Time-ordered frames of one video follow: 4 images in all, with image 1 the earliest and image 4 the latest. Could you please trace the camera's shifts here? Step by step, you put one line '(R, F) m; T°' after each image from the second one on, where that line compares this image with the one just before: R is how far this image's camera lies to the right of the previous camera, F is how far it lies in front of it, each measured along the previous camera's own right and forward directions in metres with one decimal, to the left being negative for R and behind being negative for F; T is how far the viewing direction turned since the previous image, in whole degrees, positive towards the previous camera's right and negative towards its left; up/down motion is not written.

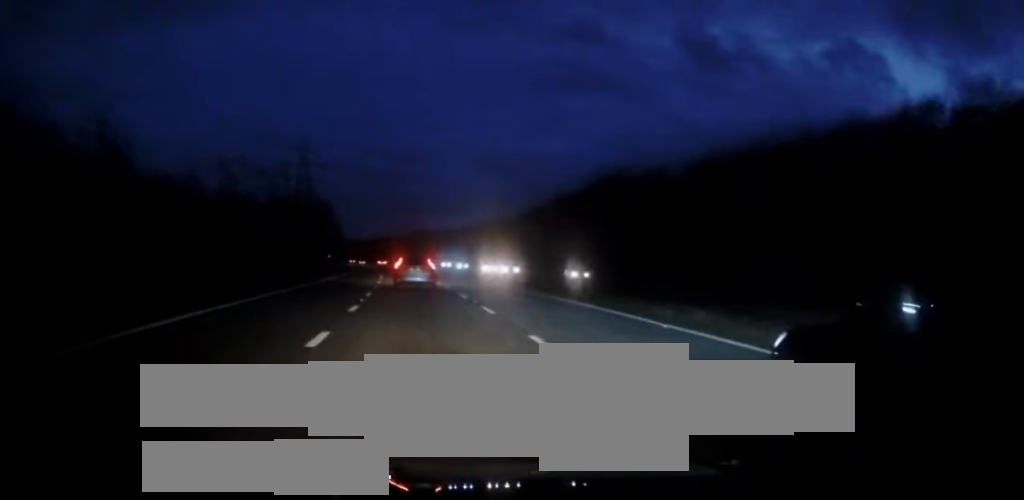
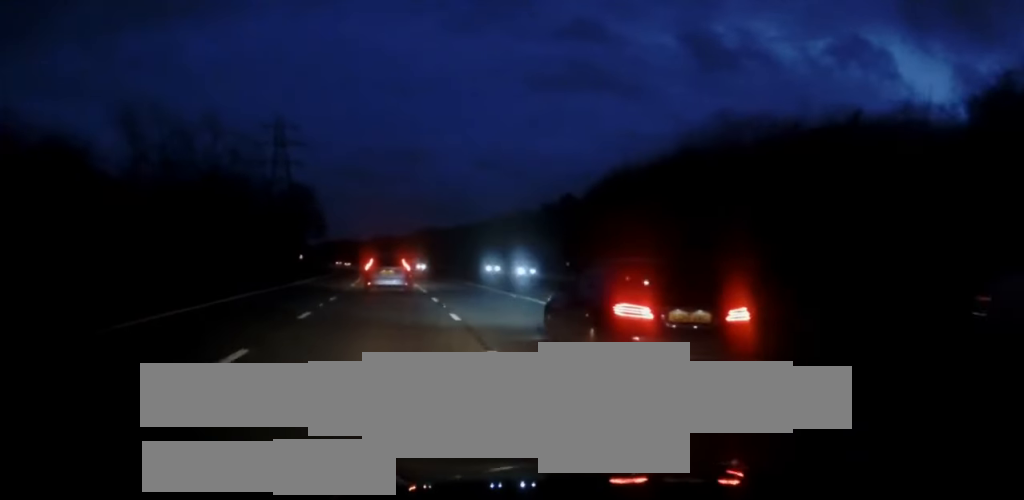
(-0.3, +37.9) m; -1°
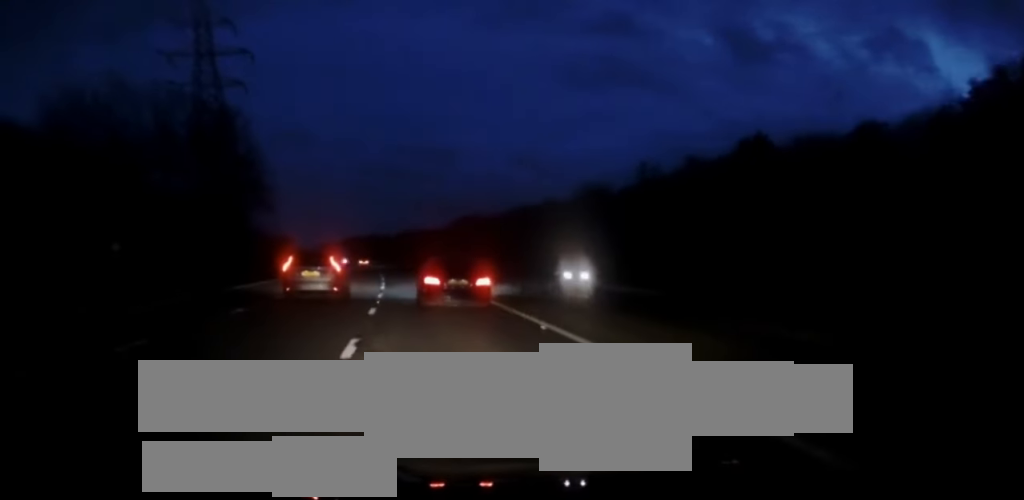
(-2.3, +69.5) m; -4°
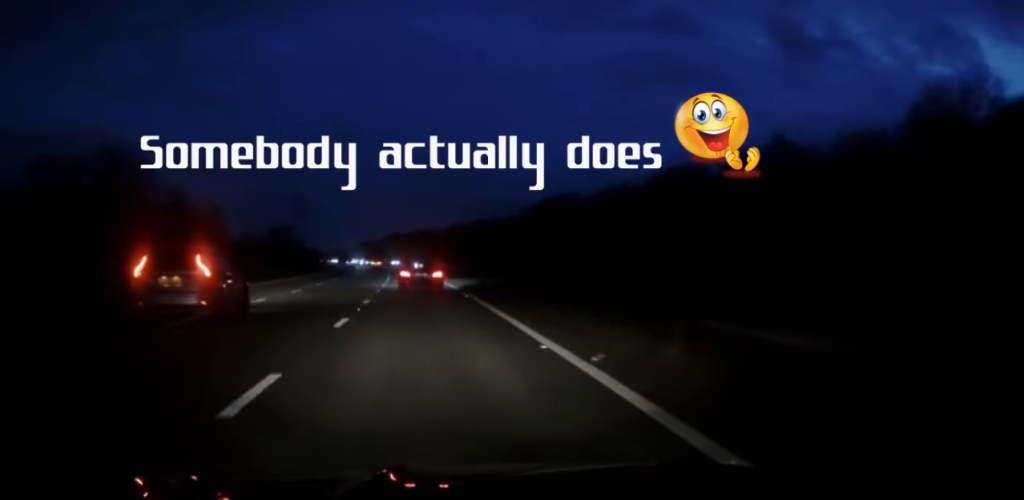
(-0.7, +74.5) m; -2°
